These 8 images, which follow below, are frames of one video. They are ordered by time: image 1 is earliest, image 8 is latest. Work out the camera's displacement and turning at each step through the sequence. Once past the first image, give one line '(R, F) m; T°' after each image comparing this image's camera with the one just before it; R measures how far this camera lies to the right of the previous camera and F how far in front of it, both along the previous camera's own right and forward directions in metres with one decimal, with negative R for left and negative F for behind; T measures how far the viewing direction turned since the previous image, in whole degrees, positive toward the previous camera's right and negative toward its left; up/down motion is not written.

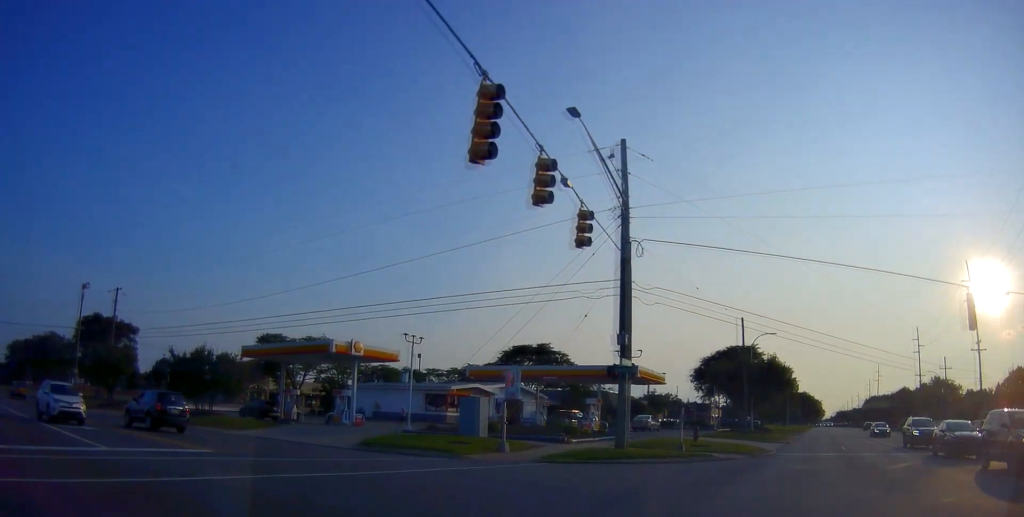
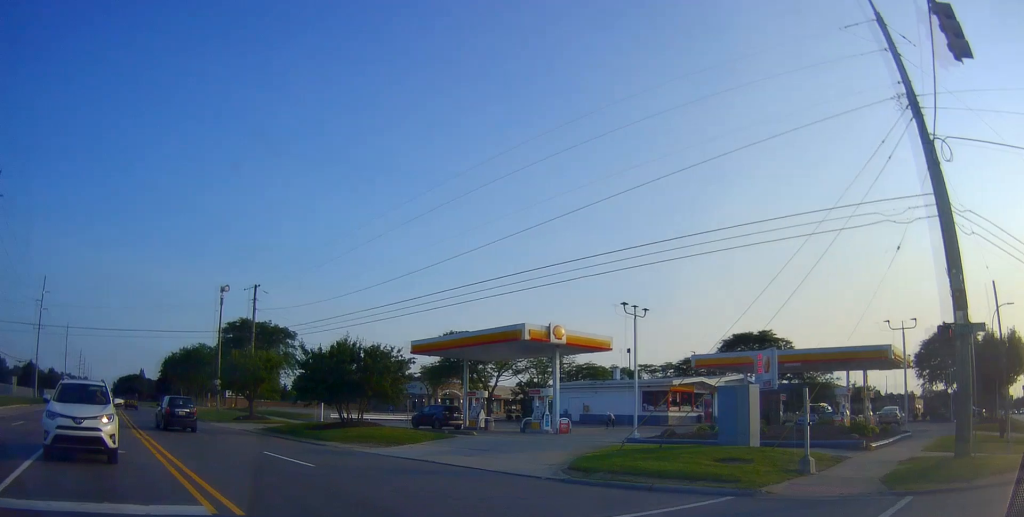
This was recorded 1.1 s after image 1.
(-0.7, +9.3) m; -13°
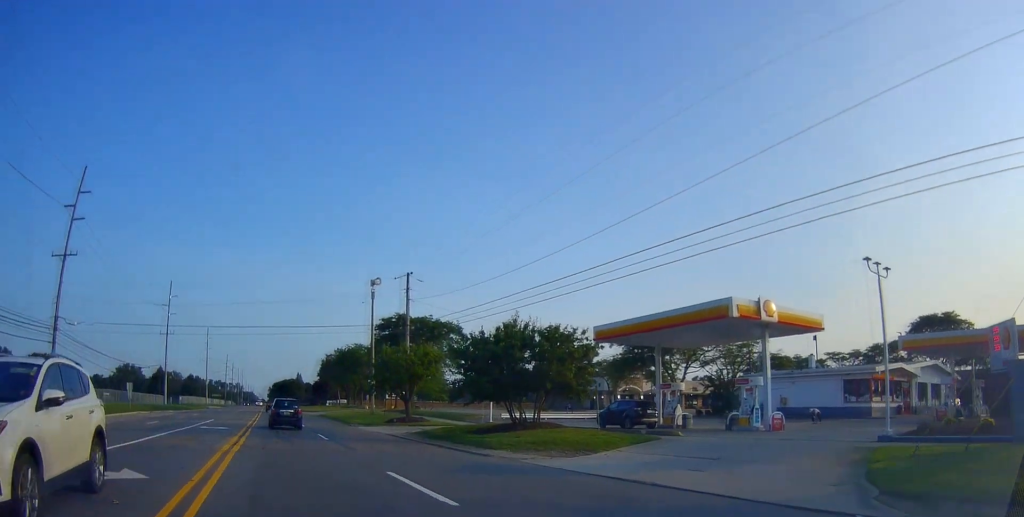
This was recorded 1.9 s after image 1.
(-0.8, +6.1) m; -13°
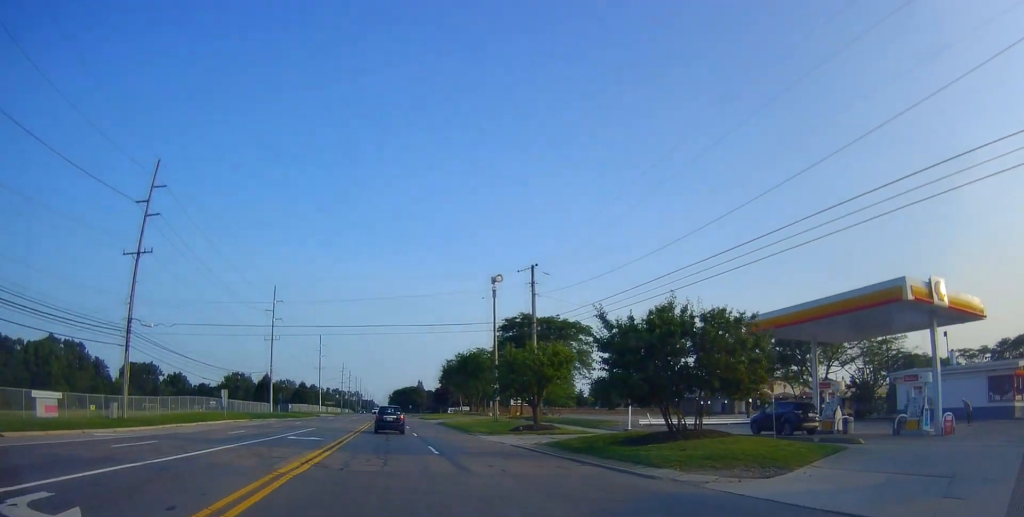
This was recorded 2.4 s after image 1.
(-0.5, +4.6) m; -9°
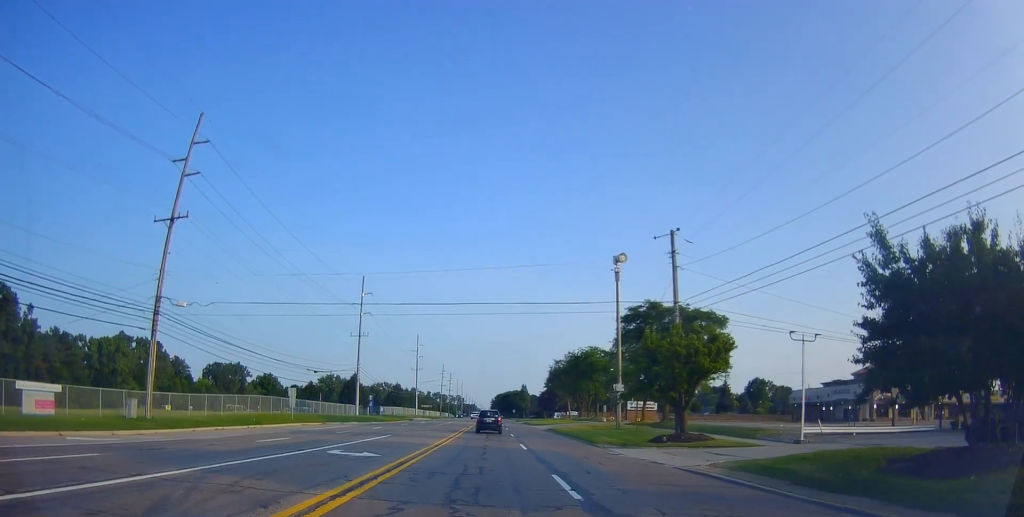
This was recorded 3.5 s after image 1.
(-1.3, +8.7) m; -15°
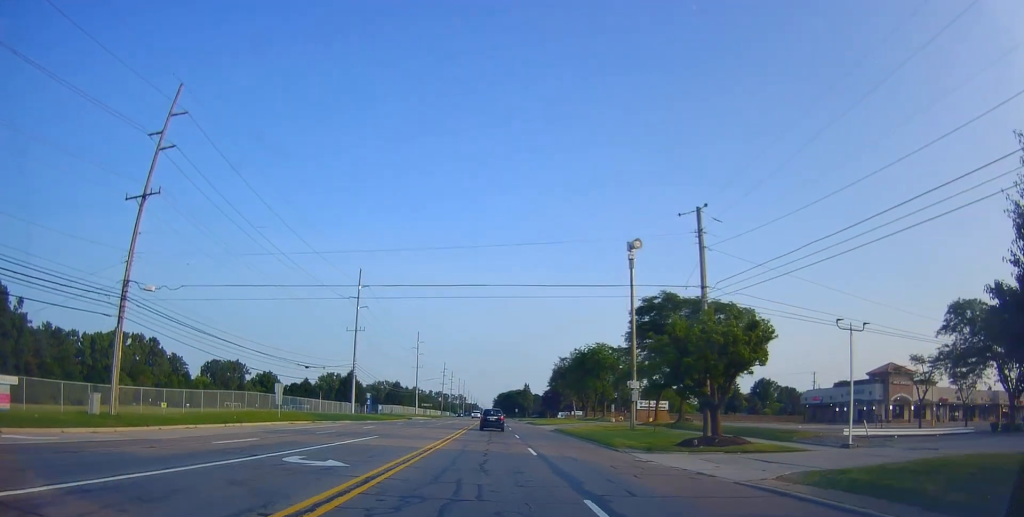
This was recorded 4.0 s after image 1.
(0.0, +3.3) m; -5°
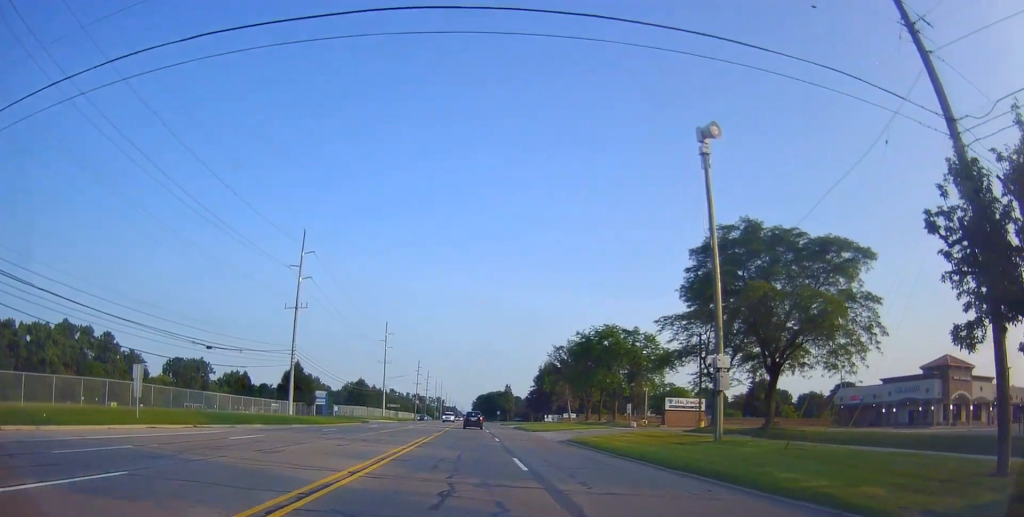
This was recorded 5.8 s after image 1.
(-2.4, +15.4) m; -12°
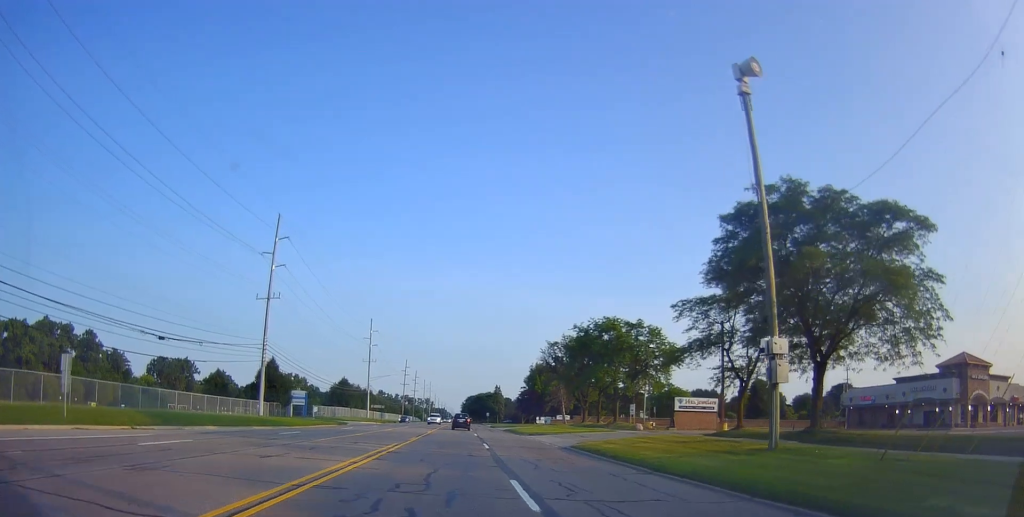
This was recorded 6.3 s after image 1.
(-0.1, +5.4) m; -1°
